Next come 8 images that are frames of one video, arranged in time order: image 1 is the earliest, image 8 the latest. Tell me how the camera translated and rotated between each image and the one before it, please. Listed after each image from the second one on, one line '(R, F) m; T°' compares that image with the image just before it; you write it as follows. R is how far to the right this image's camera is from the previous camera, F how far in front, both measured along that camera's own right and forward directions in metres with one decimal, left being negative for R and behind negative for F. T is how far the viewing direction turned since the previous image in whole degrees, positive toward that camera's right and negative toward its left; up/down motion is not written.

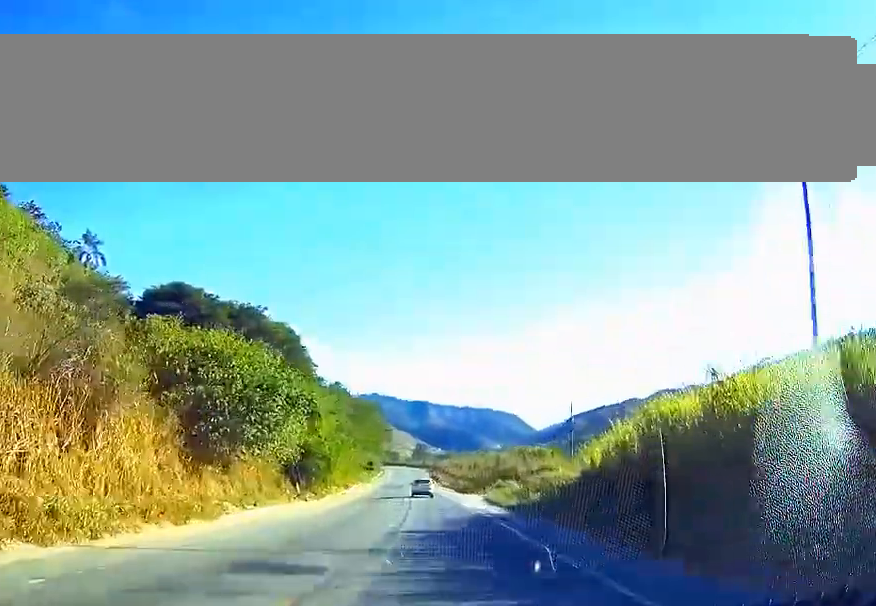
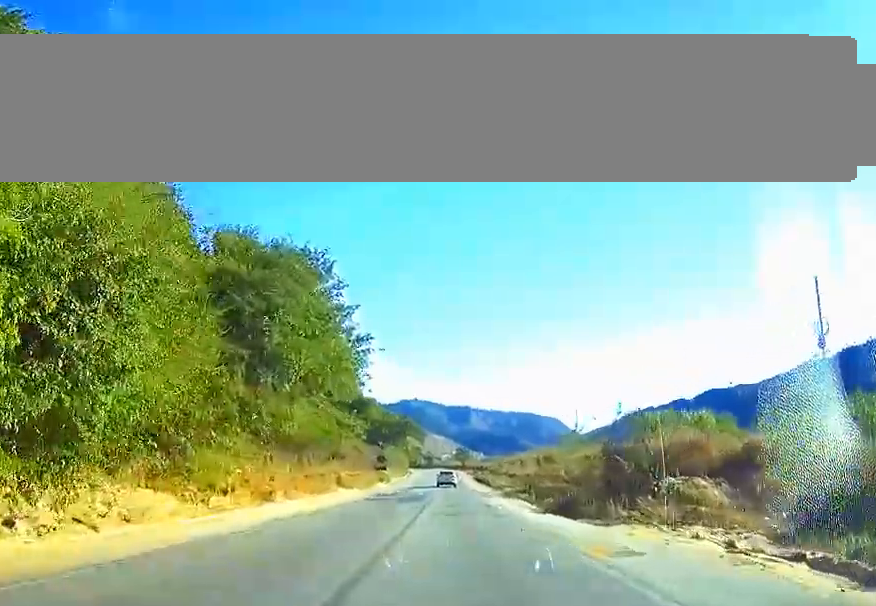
(-2.3, +63.3) m; -3°
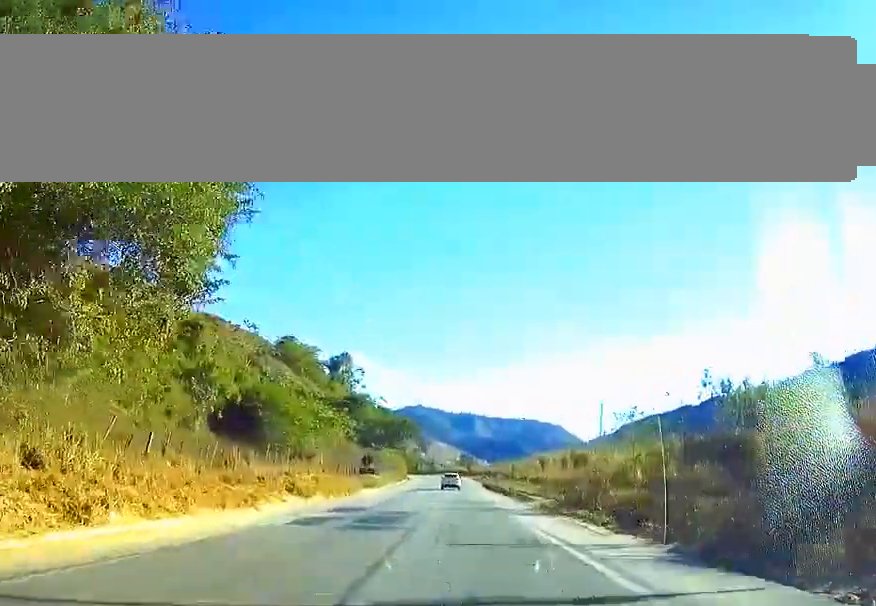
(-0.1, +21.9) m; -1°
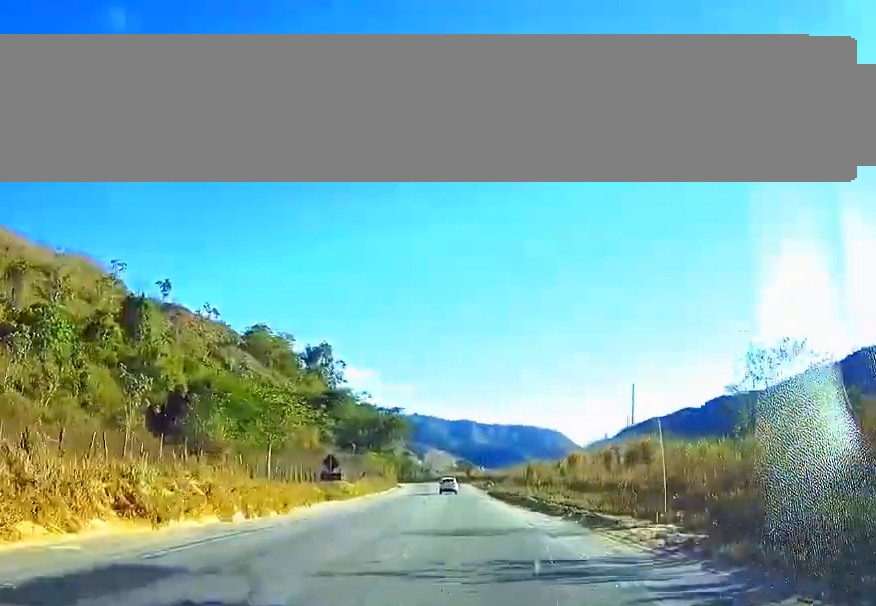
(-0.1, +24.7) m; 0°
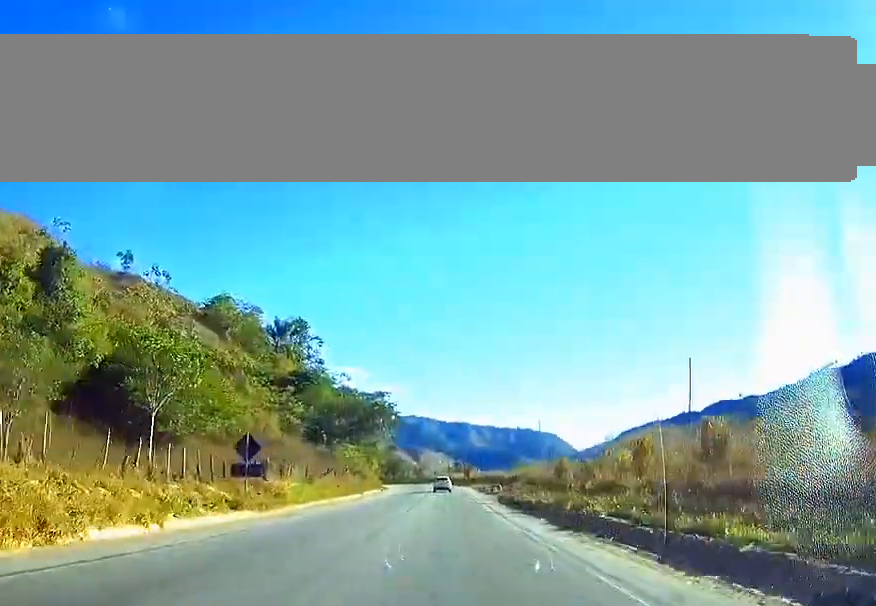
(+0.1, +25.9) m; 0°
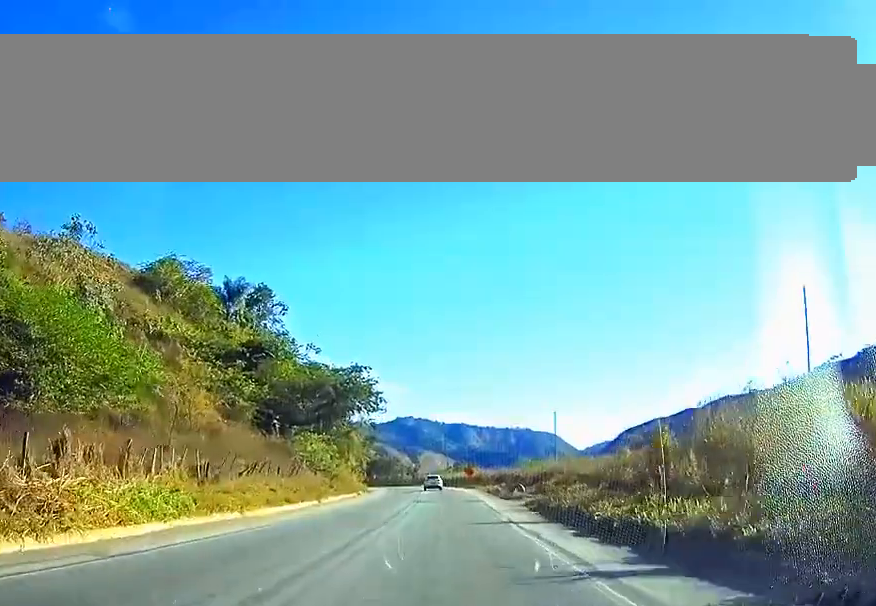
(0.0, +27.0) m; 0°
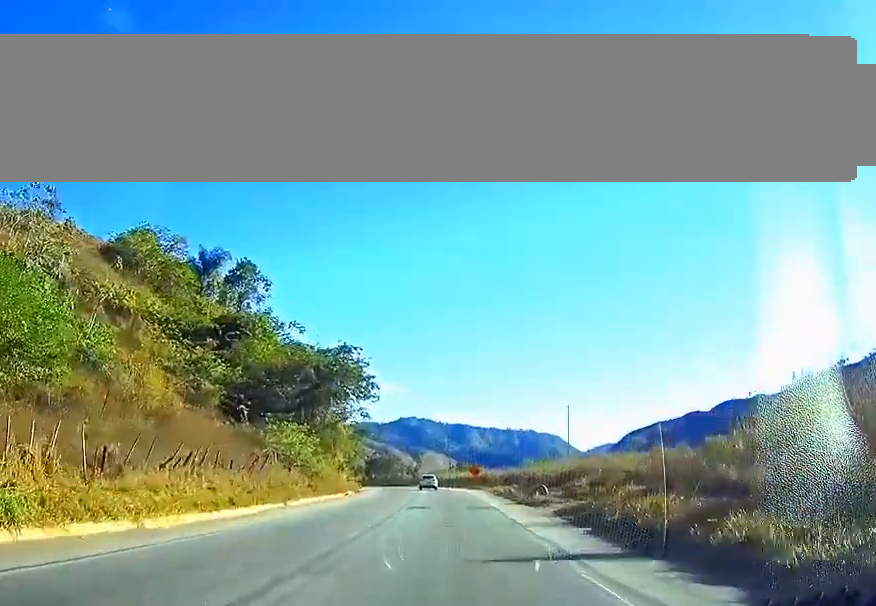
(-0.1, +12.7) m; 0°
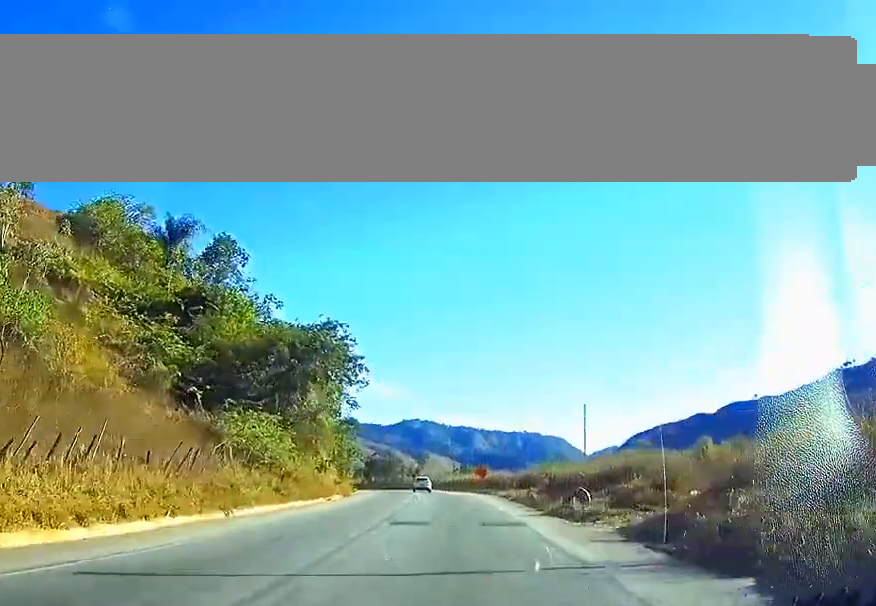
(0.0, +12.6) m; 0°
